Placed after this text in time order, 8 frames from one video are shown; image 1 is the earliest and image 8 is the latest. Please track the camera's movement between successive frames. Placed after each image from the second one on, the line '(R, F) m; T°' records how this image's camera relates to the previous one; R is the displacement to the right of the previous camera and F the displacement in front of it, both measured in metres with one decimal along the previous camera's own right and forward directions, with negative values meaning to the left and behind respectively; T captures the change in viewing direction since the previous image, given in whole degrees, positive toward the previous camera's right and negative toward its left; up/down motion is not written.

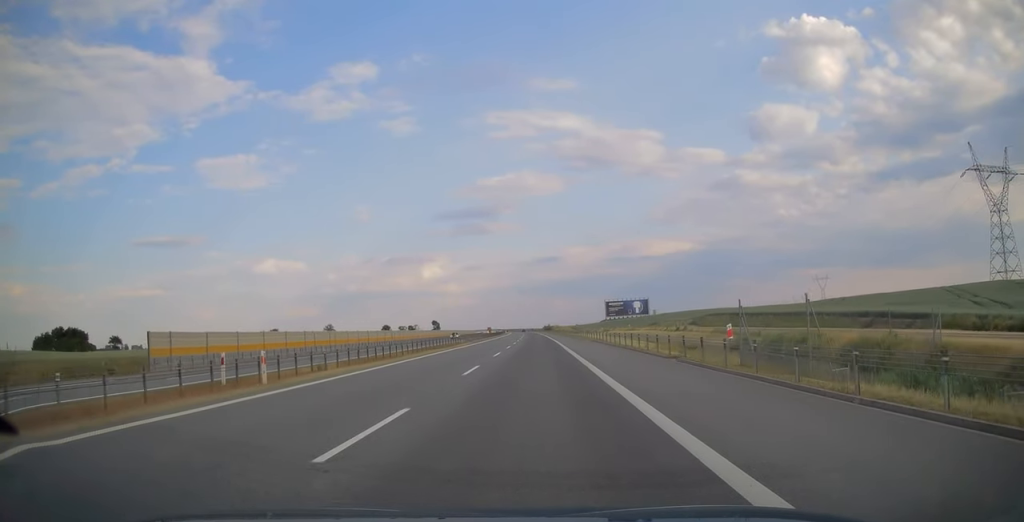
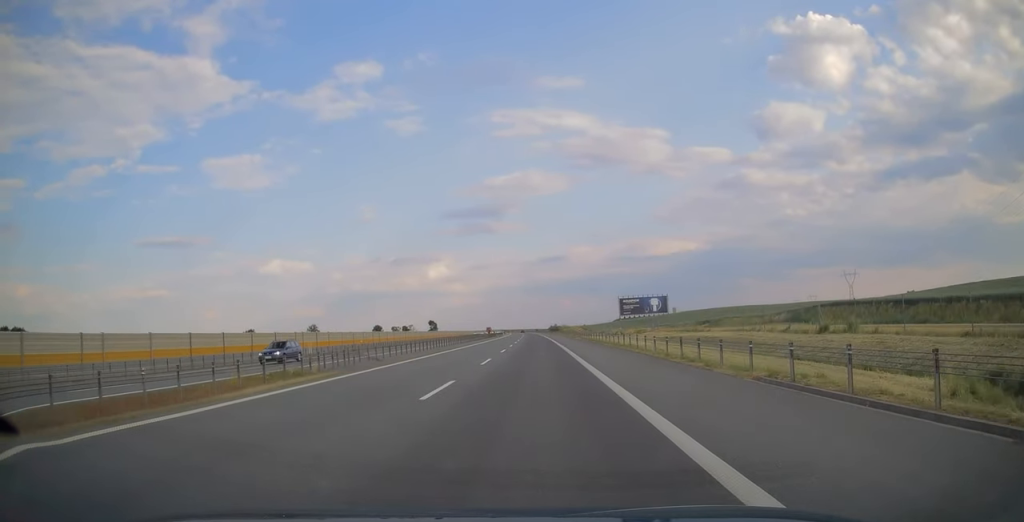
(-0.1, +42.4) m; -1°
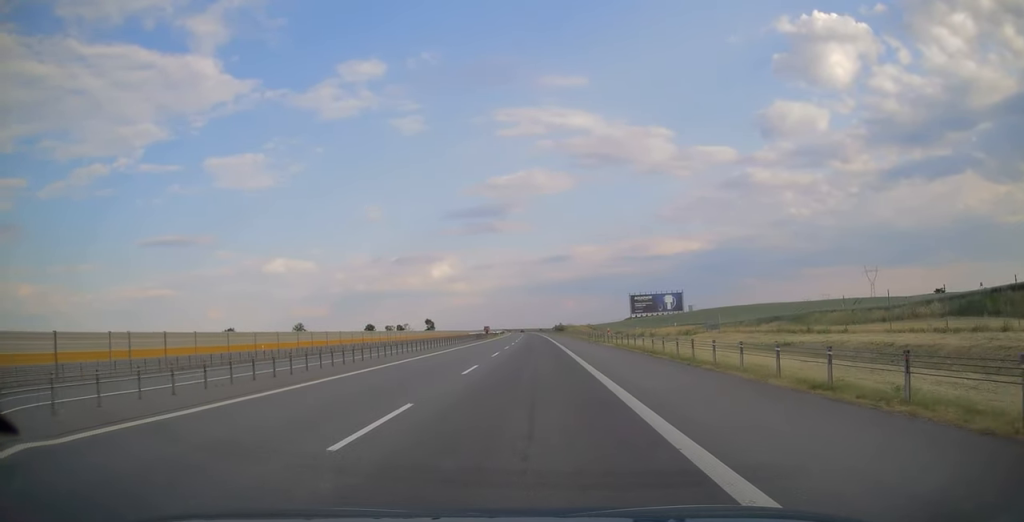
(-0.1, +29.3) m; 0°
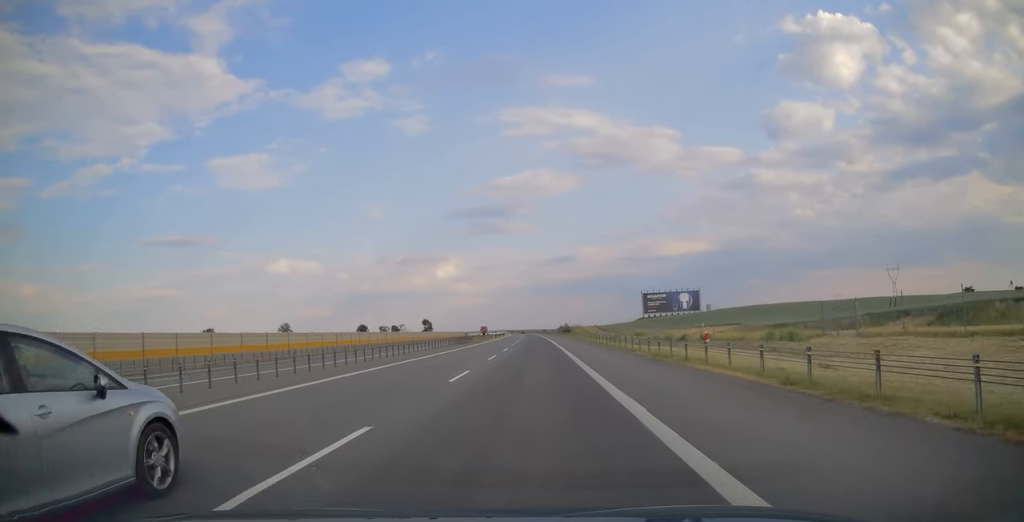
(0.0, +26.6) m; 0°
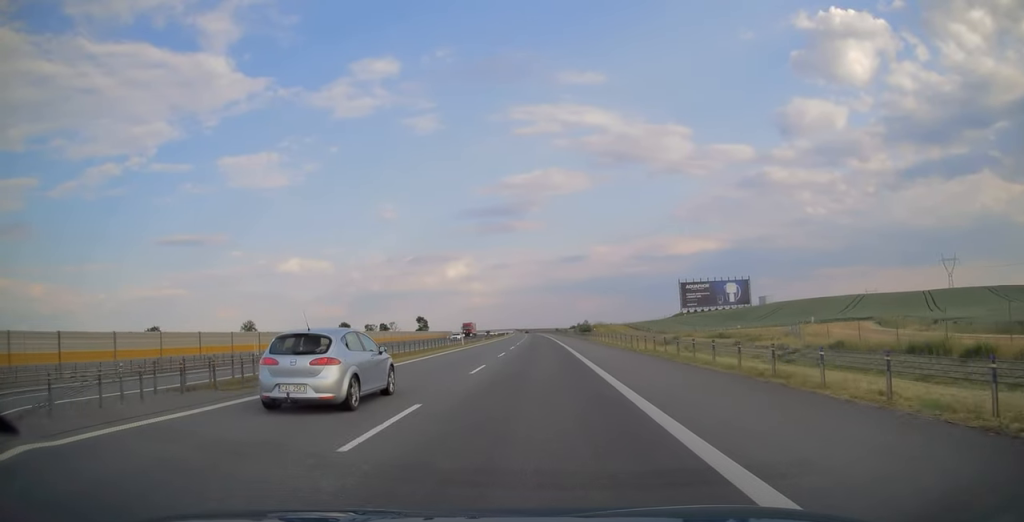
(-0.5, +57.6) m; -1°
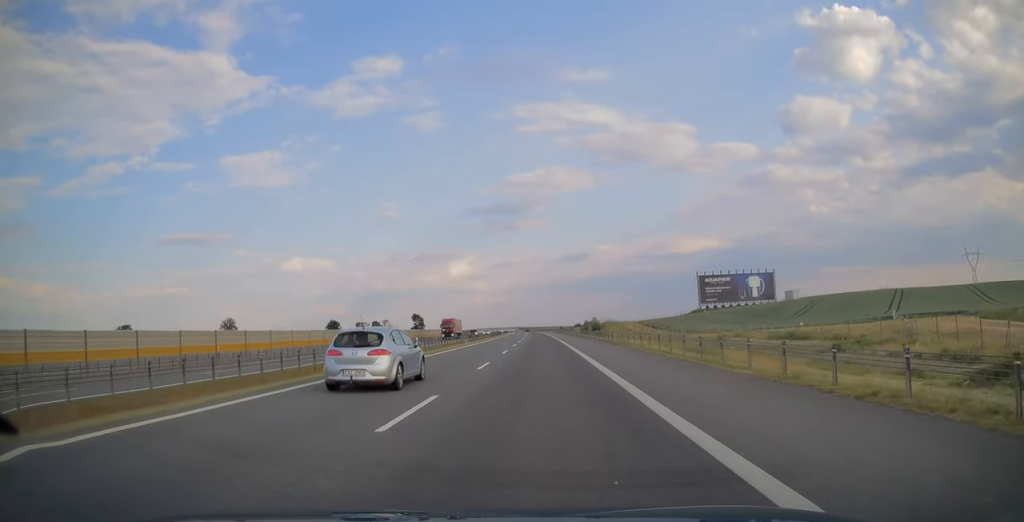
(0.0, +22.9) m; 0°
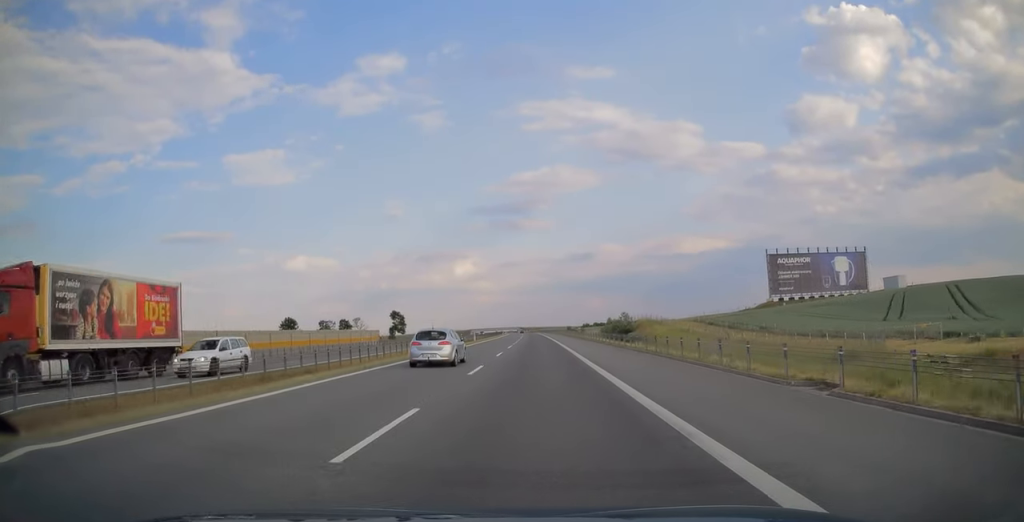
(-0.2, +62.1) m; -1°
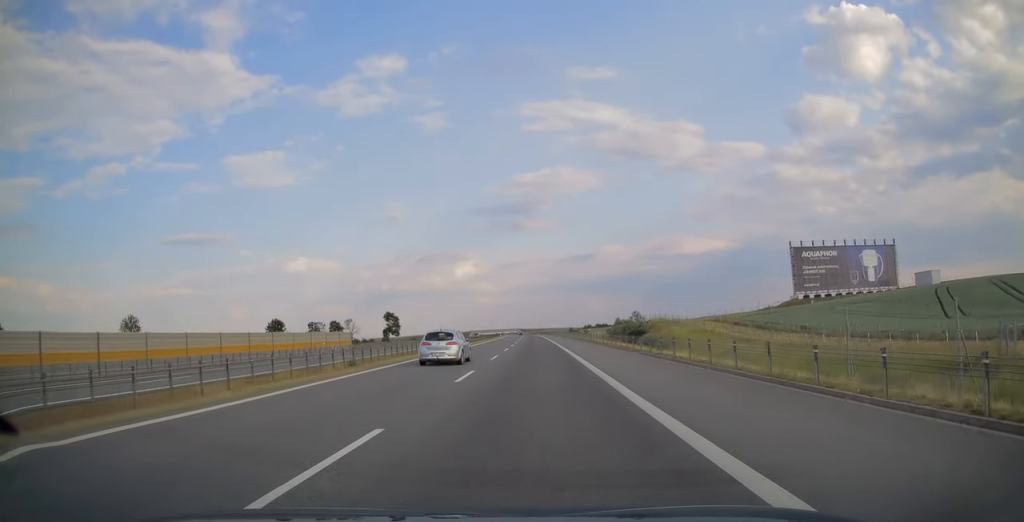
(-0.1, +14.1) m; 0°
